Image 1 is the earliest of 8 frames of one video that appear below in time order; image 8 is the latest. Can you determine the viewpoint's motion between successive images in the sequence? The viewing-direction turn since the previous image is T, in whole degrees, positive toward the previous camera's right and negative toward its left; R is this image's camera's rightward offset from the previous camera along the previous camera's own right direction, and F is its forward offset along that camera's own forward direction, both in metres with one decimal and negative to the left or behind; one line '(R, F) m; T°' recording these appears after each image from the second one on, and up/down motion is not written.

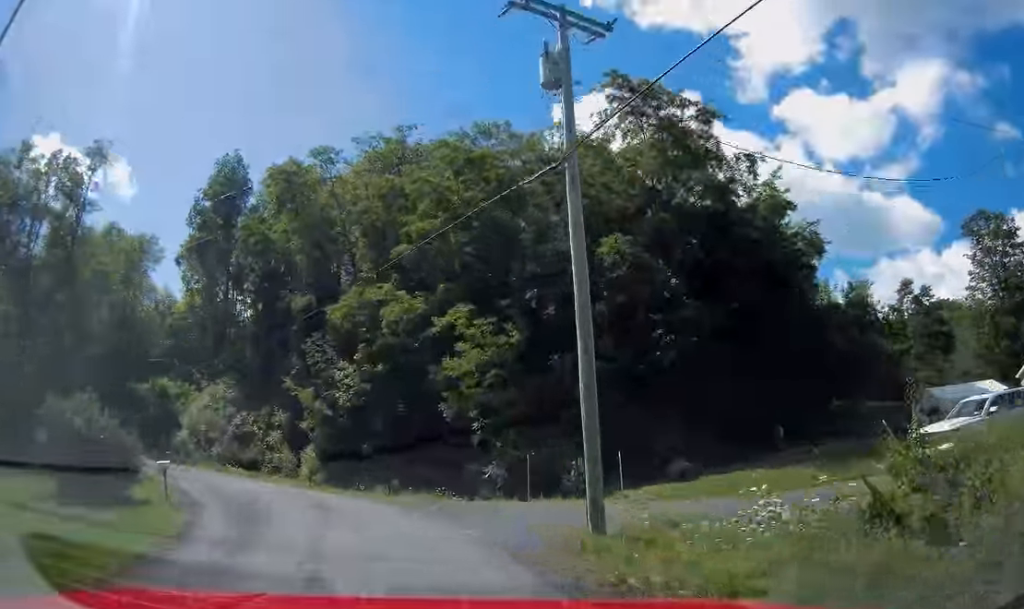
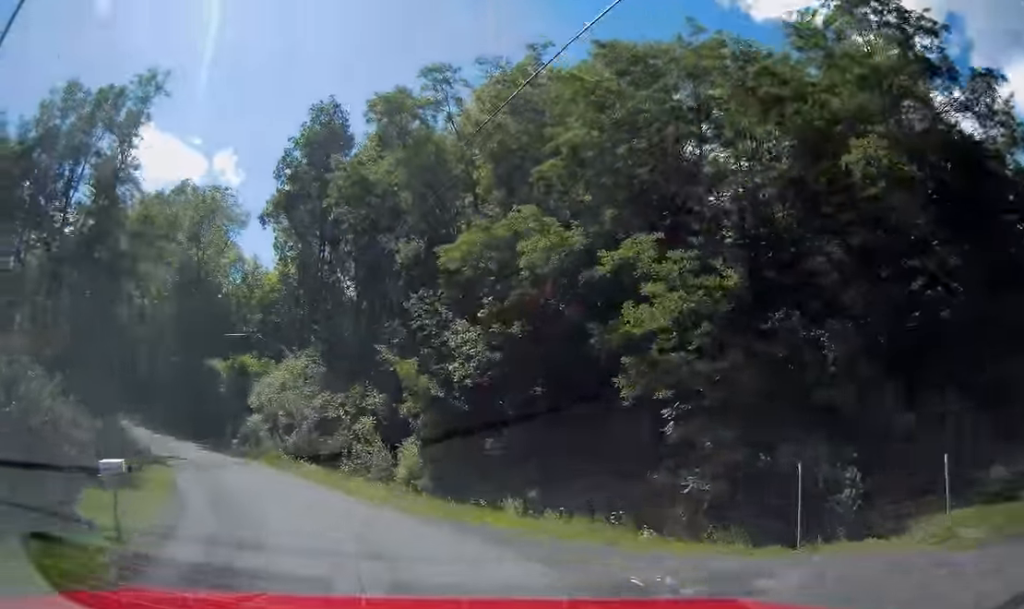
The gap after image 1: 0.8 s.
(0.0, +9.6) m; 0°
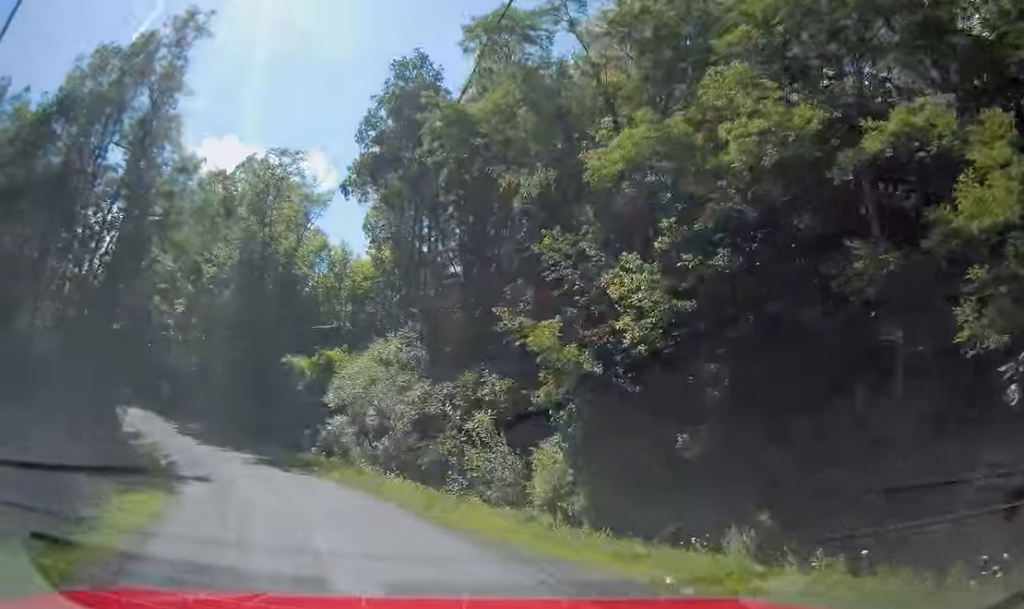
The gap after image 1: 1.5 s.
(0.0, +8.5) m; -2°
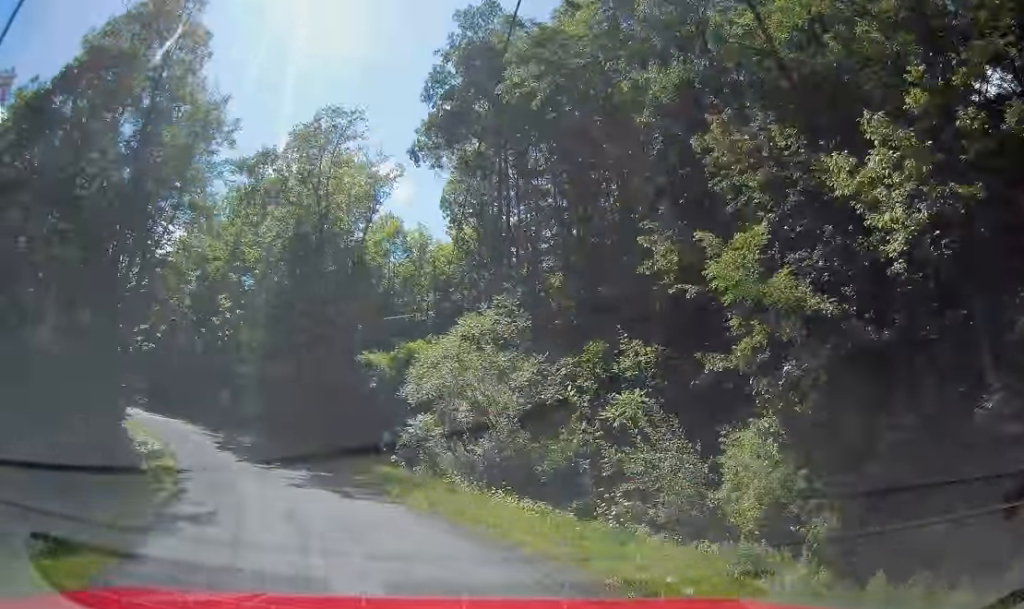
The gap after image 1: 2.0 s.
(+0.1, +6.6) m; -10°
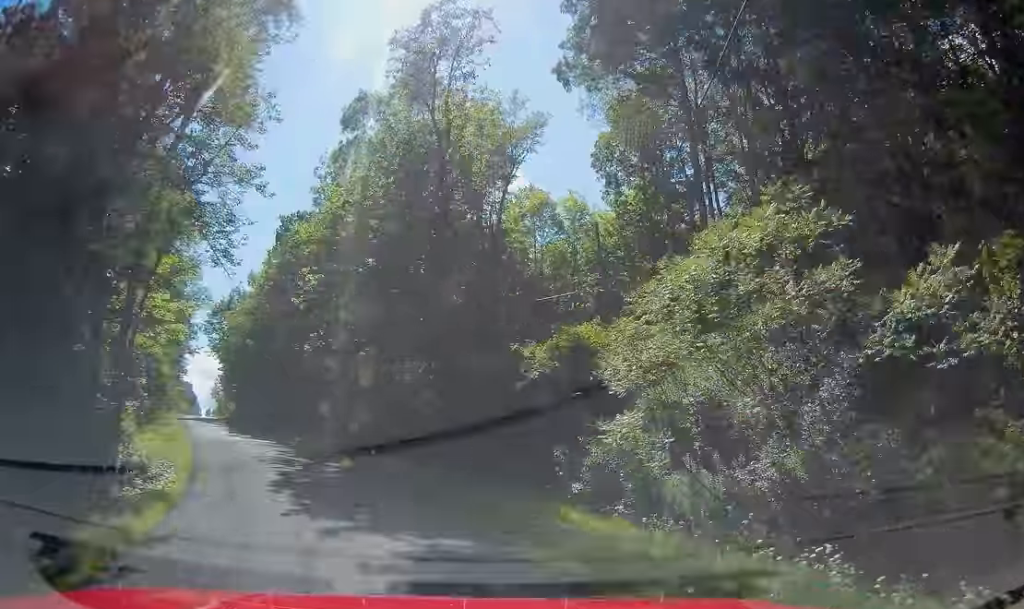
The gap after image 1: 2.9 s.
(-1.8, +10.1) m; -20°
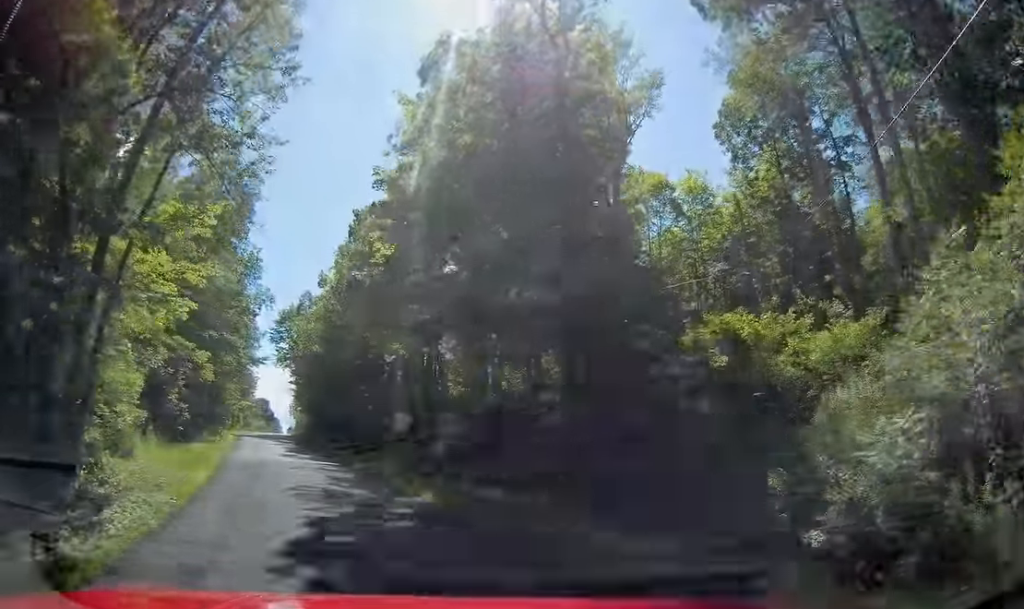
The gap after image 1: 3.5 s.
(-0.9, +7.1) m; -13°
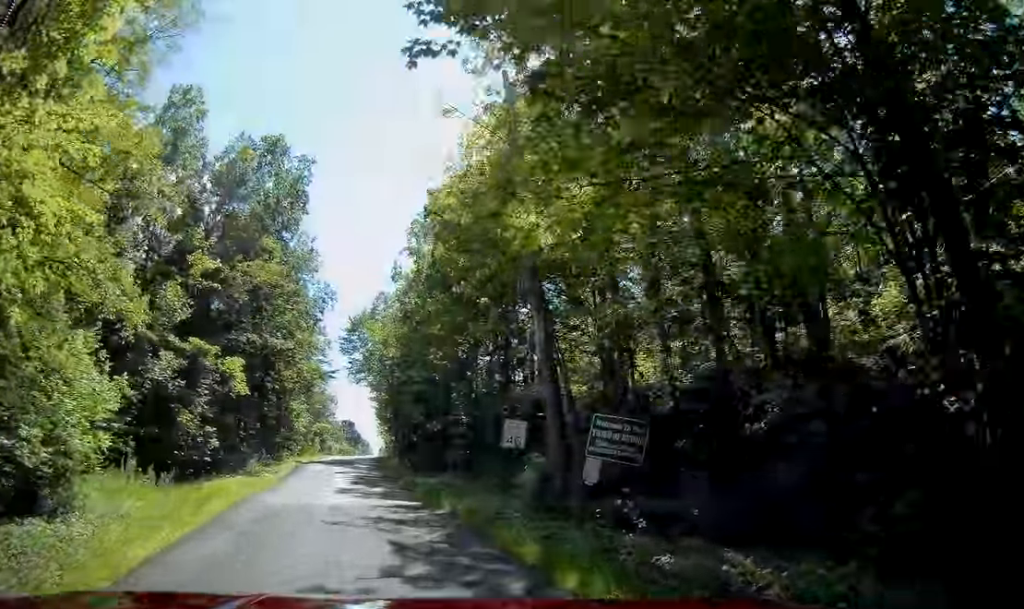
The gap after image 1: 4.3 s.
(-1.2, +9.5) m; -8°
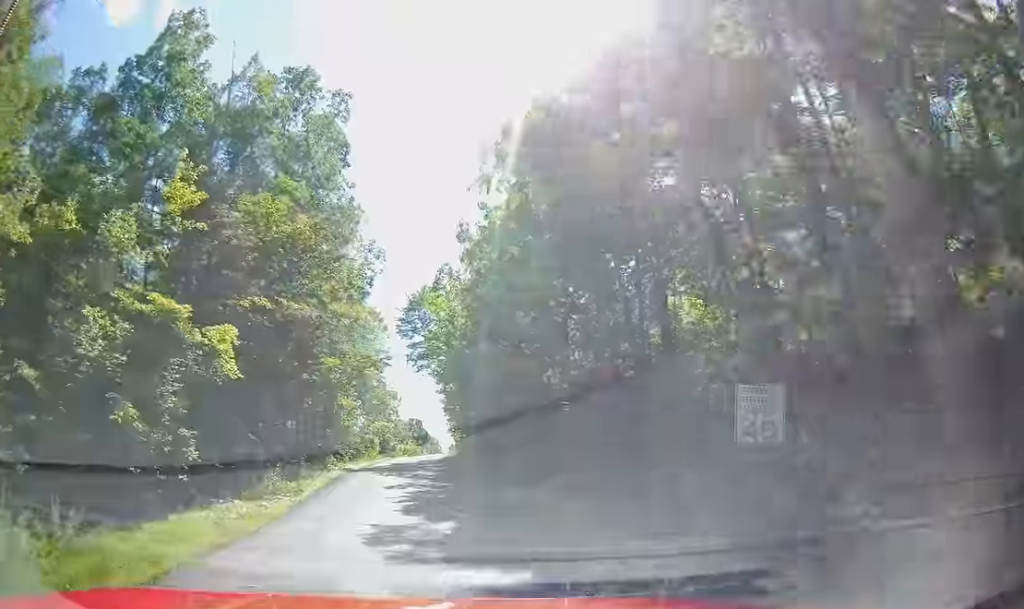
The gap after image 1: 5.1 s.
(-0.5, +10.4) m; -4°
